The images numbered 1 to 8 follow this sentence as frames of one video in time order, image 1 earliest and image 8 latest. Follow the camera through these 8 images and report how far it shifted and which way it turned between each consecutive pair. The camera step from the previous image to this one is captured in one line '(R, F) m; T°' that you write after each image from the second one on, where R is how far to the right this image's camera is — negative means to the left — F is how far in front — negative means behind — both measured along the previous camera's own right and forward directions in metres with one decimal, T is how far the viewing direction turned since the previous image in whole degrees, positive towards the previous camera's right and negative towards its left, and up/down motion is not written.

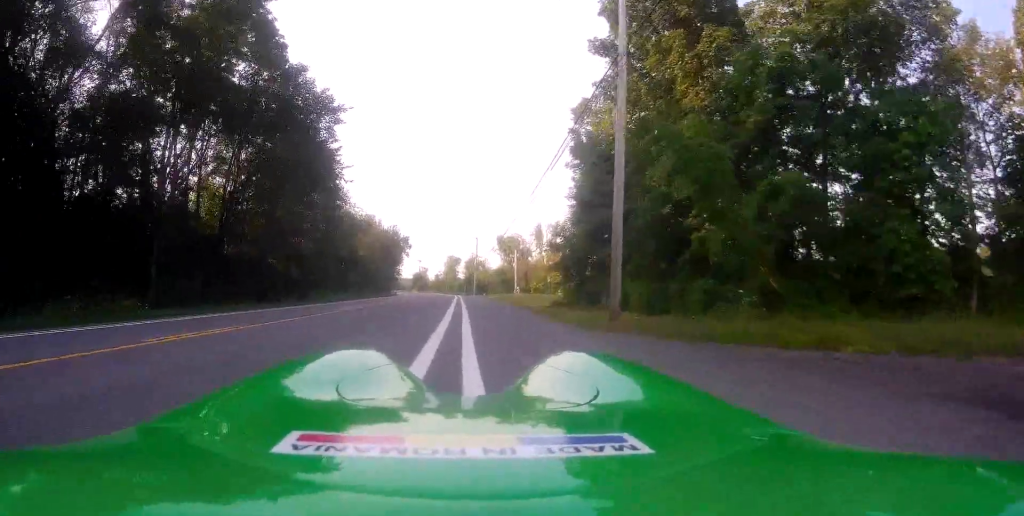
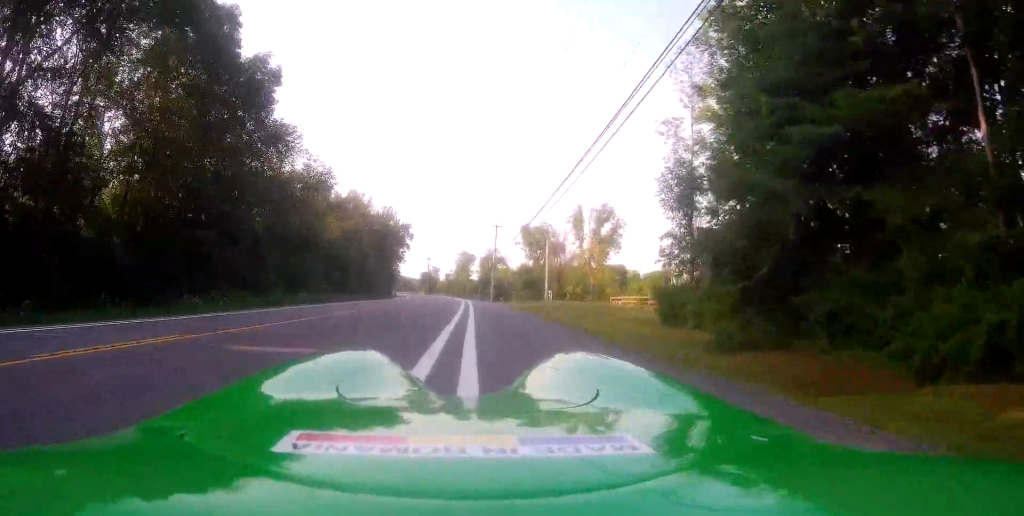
(+2.0, +30.2) m; +11°
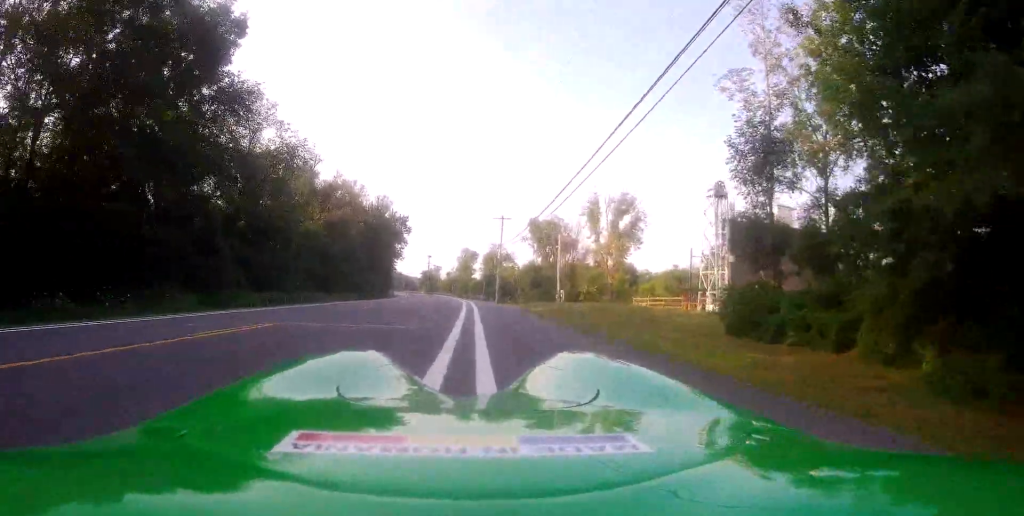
(-0.2, +9.9) m; 0°
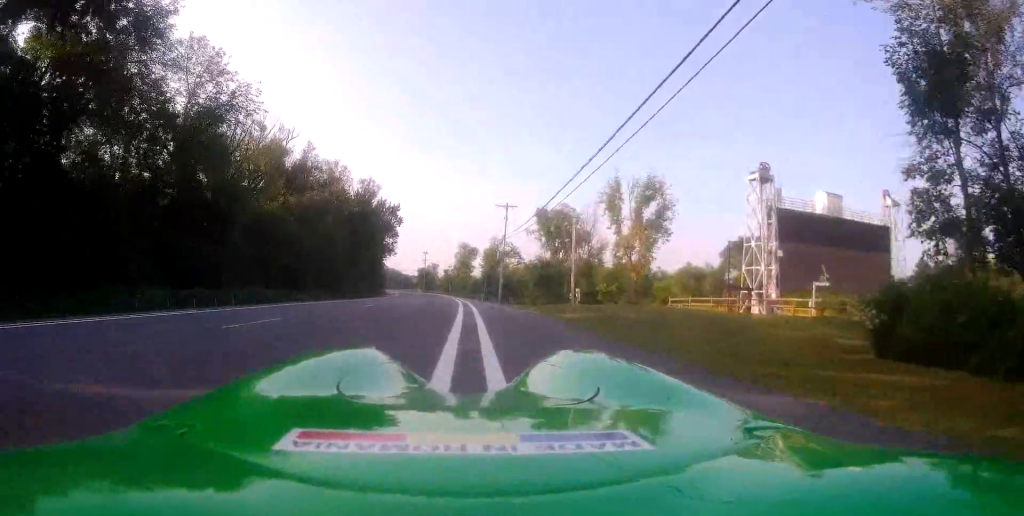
(+0.3, +11.7) m; +1°
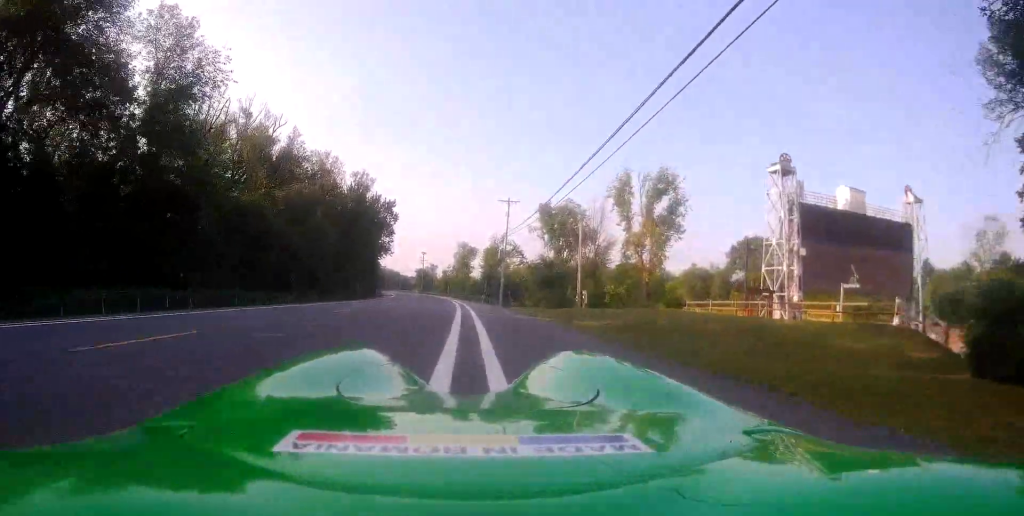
(0.0, +4.3) m; -1°
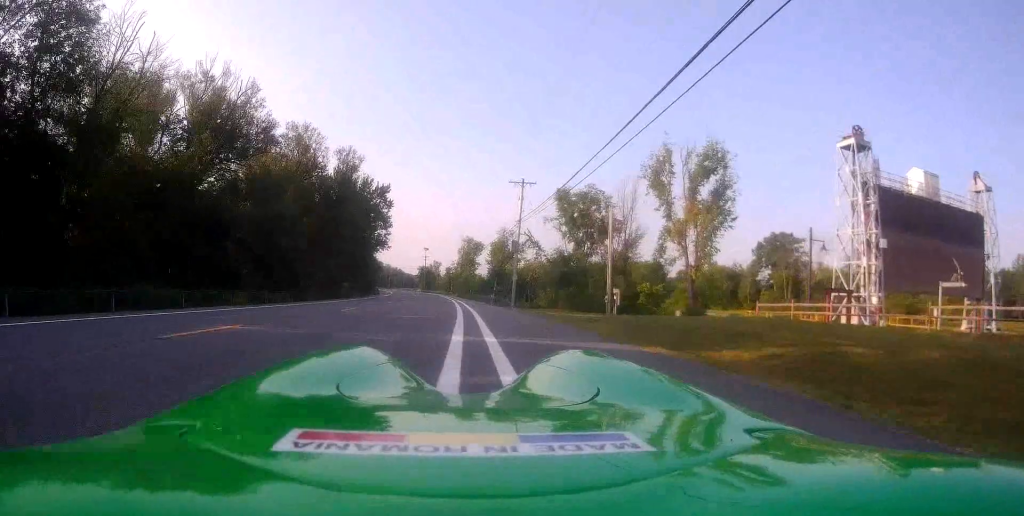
(-0.3, +11.5) m; -2°
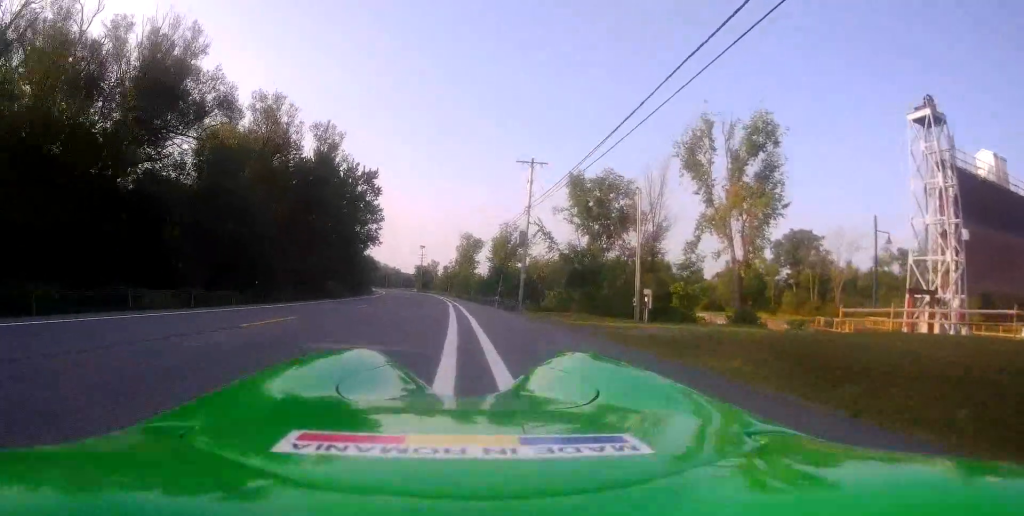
(-0.1, +8.8) m; +1°
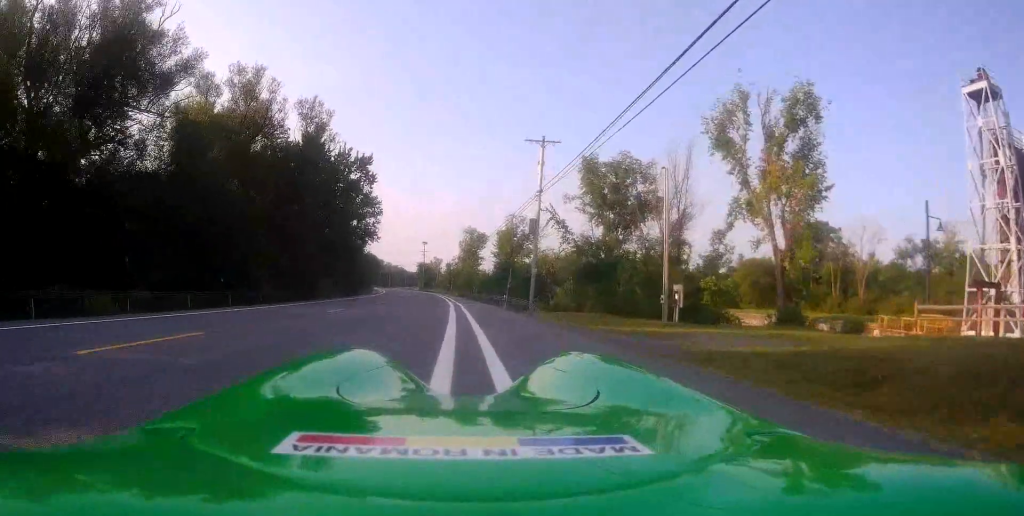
(0.0, +5.3) m; +1°
